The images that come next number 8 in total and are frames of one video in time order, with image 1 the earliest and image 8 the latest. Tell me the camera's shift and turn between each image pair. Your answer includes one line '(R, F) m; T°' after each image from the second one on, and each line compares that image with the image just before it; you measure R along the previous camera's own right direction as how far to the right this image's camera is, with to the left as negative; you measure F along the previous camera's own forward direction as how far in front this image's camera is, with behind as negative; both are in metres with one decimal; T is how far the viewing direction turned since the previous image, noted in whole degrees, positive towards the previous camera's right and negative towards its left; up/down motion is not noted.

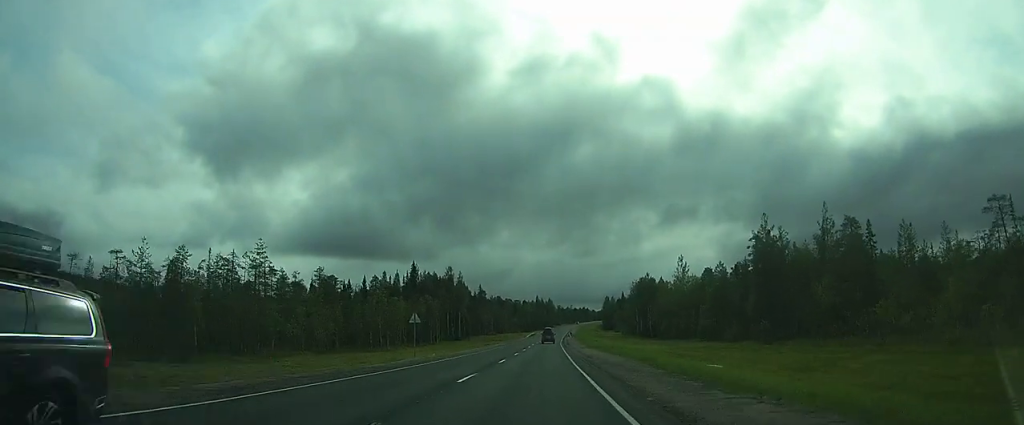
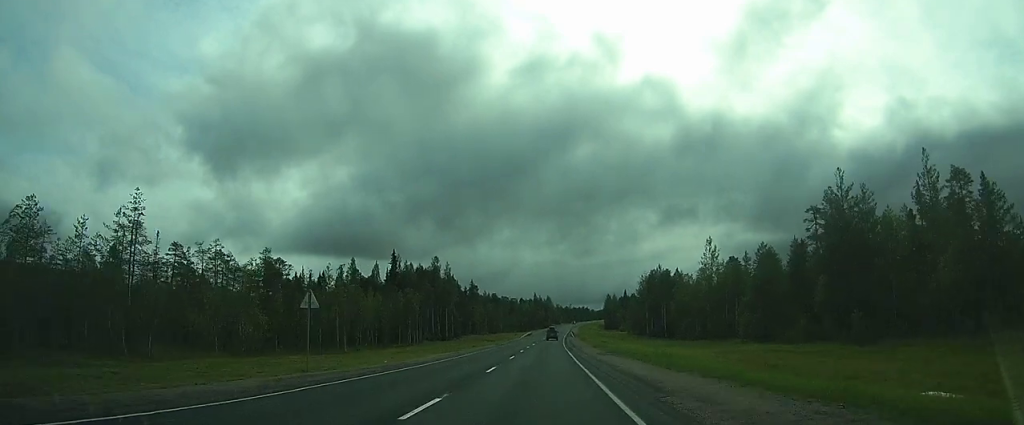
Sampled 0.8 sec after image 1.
(+0.1, +18.2) m; +1°
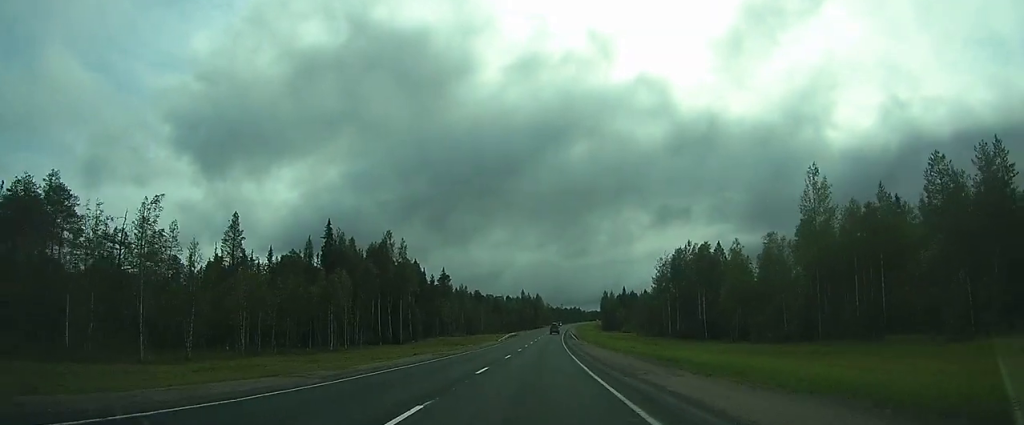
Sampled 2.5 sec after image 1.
(+0.3, +35.5) m; +1°
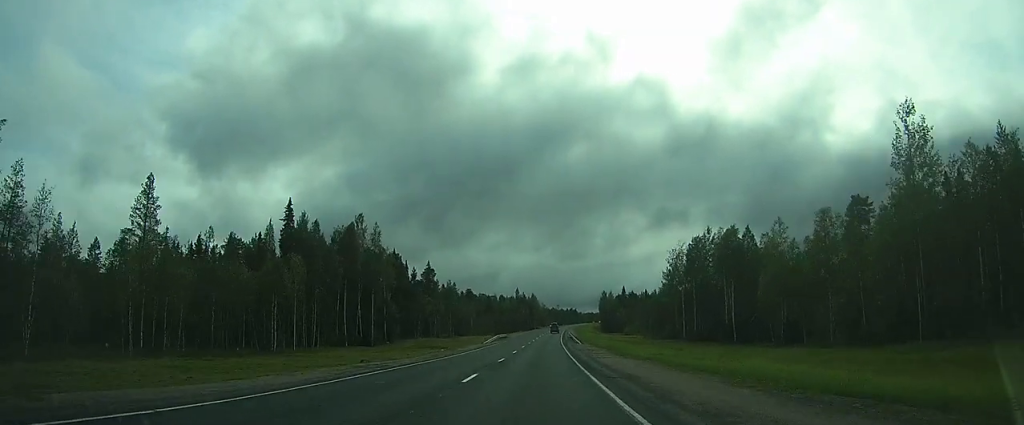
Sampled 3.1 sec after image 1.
(0.0, +14.5) m; 0°
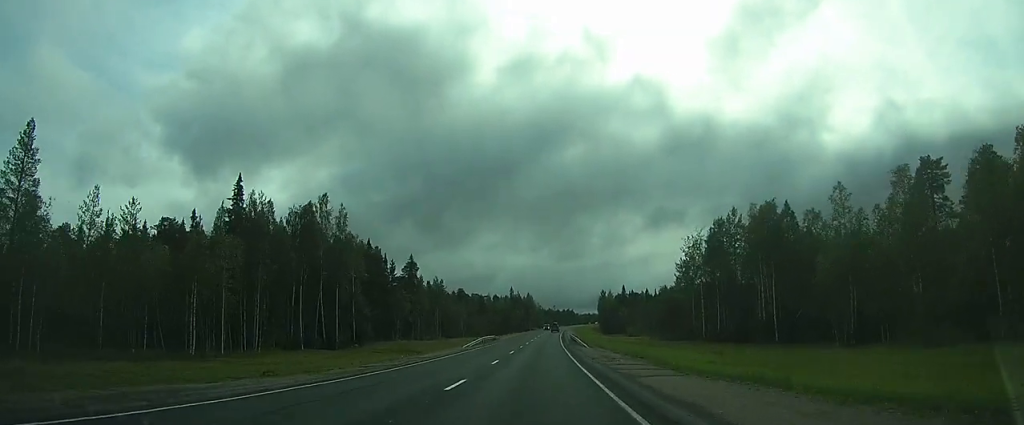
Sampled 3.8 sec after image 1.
(0.0, +13.8) m; +1°
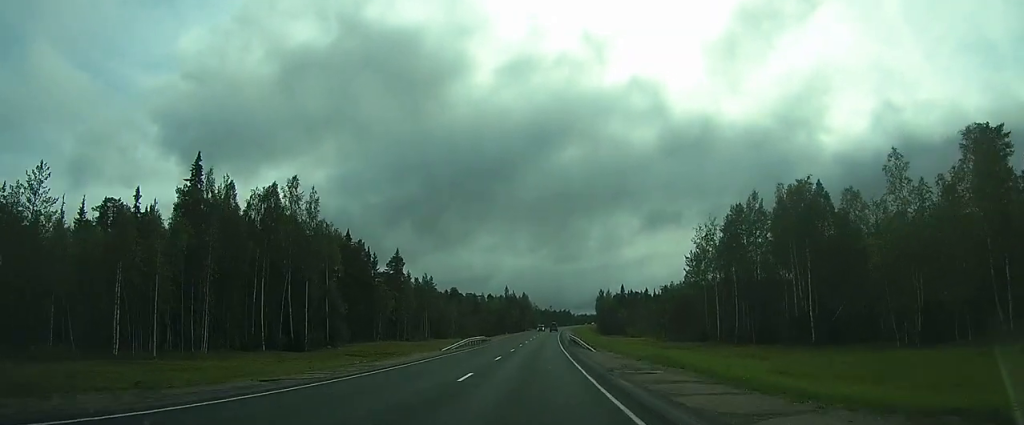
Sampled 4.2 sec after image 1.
(+0.1, +8.7) m; 0°
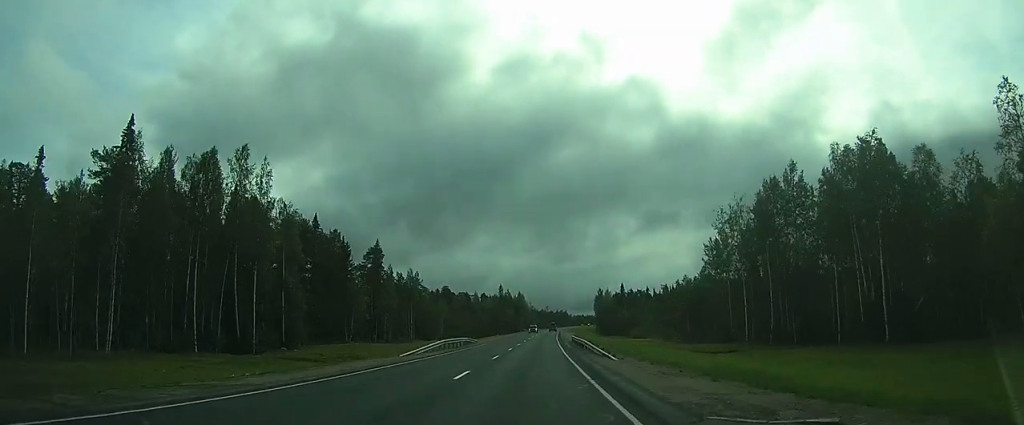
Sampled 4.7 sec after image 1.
(+0.1, +11.6) m; 0°
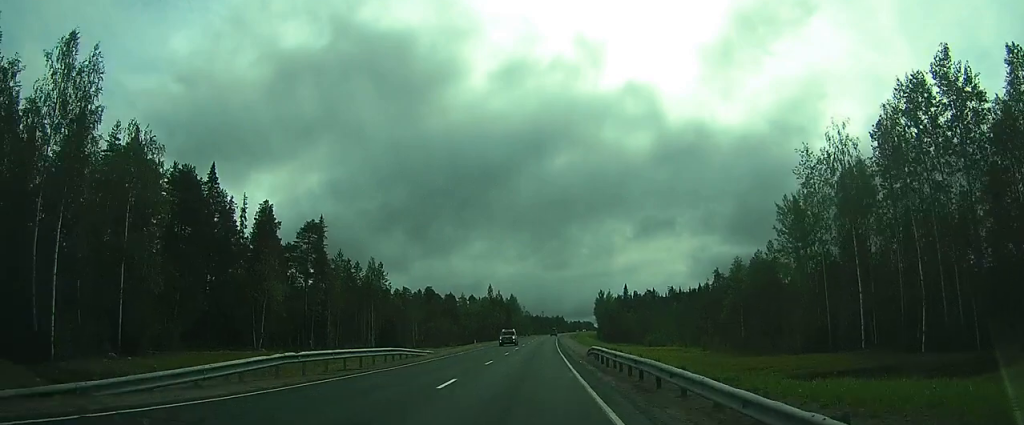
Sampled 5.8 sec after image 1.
(+0.1, +24.7) m; 0°
